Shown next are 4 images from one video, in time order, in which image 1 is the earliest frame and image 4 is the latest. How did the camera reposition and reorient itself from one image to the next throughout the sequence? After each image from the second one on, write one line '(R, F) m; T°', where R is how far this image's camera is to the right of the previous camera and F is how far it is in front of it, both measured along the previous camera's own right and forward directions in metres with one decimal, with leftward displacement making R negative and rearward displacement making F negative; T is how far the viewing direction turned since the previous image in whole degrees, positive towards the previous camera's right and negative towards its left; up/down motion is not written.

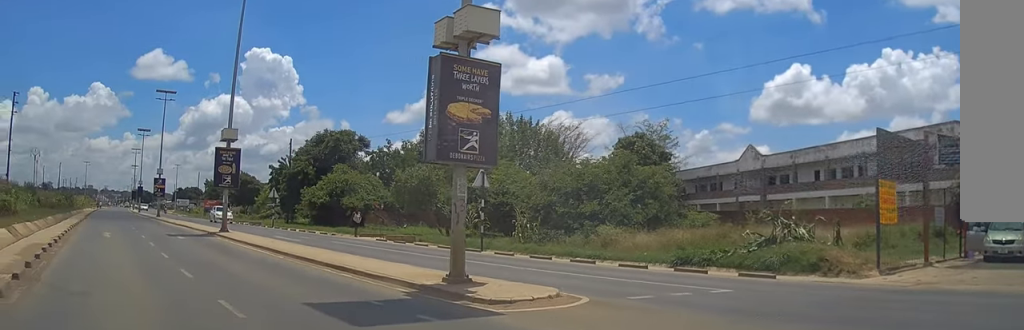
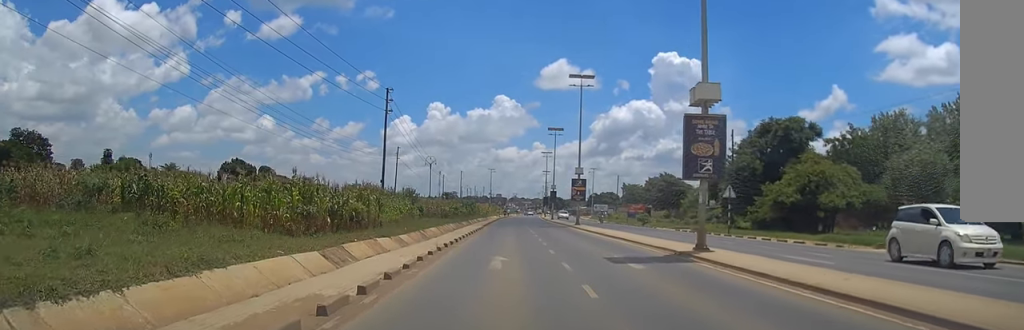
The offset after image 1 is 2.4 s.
(-2.7, +10.6) m; -18°
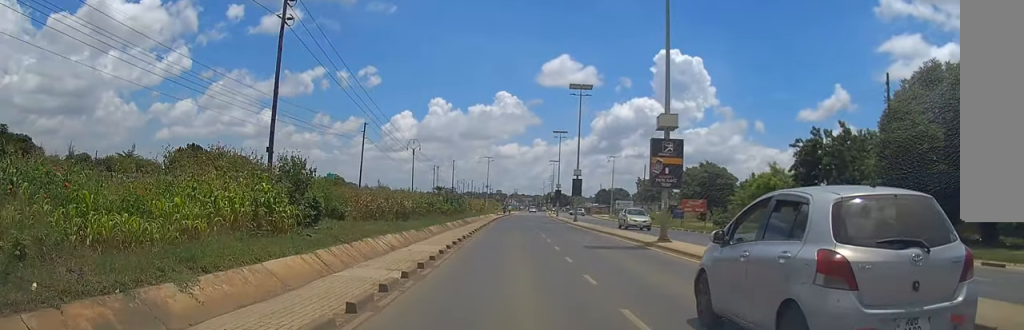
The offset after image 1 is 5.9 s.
(-0.4, +29.2) m; -2°
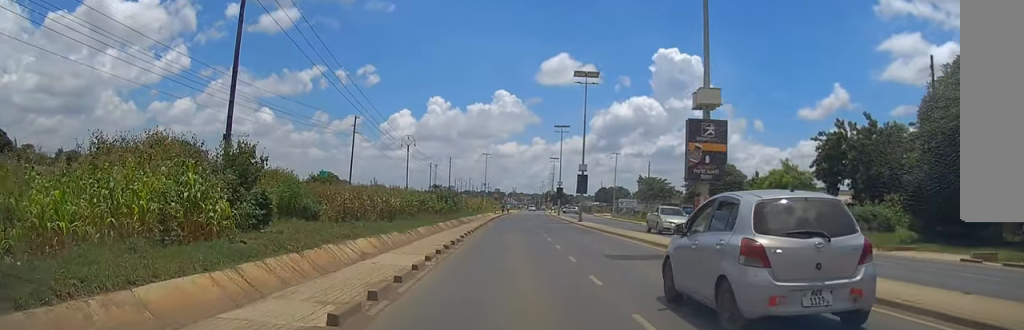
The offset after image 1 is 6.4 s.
(0.0, +4.9) m; 0°
